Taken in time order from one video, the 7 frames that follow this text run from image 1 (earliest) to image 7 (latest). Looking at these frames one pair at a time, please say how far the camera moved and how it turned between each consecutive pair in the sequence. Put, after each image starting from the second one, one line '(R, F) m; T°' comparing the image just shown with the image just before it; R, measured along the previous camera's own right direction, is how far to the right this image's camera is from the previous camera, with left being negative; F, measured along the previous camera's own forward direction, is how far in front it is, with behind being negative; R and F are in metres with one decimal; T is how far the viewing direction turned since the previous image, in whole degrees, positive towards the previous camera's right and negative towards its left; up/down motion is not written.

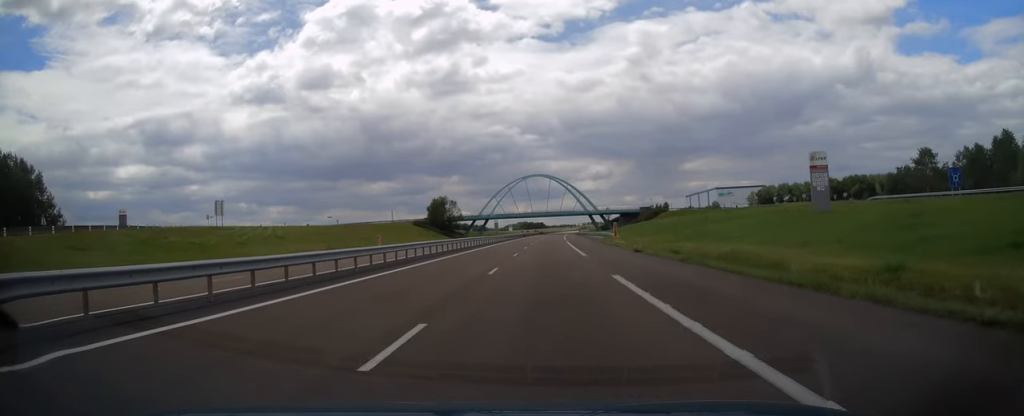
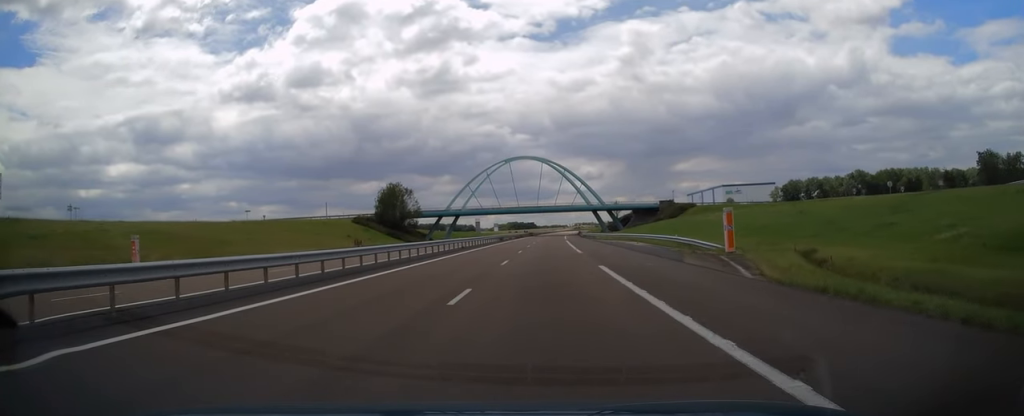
(+0.4, +47.1) m; +1°
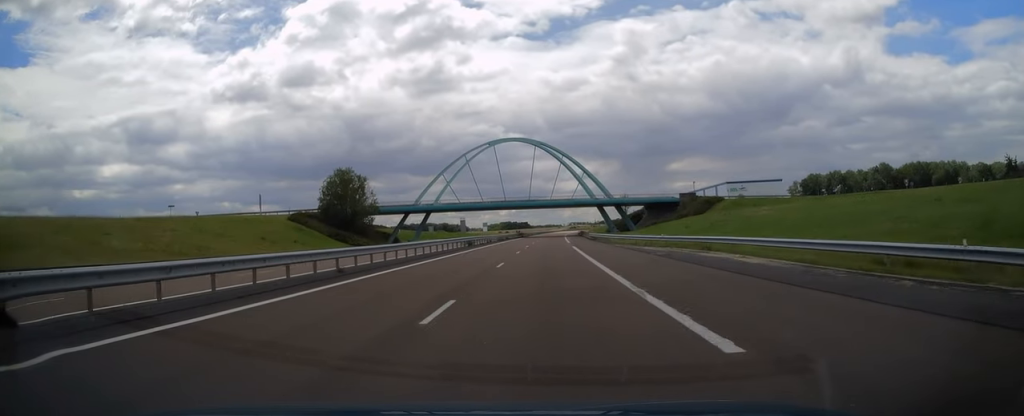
(+0.2, +28.5) m; +1°
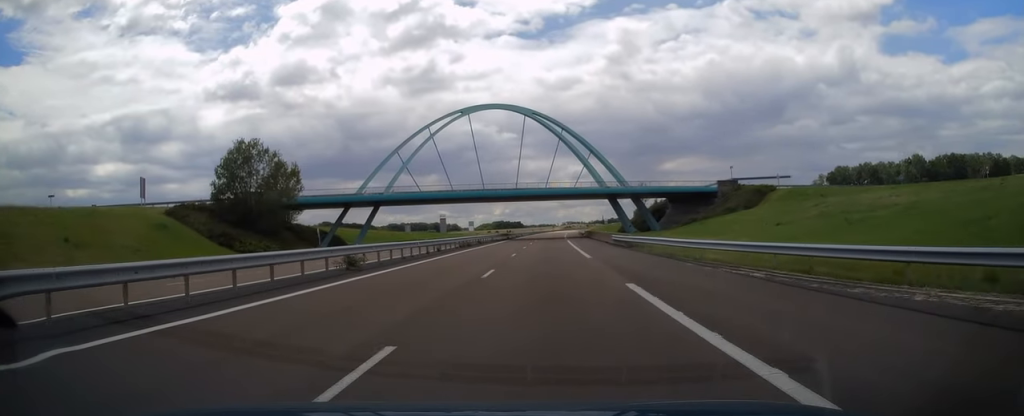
(+0.1, +31.0) m; +1°
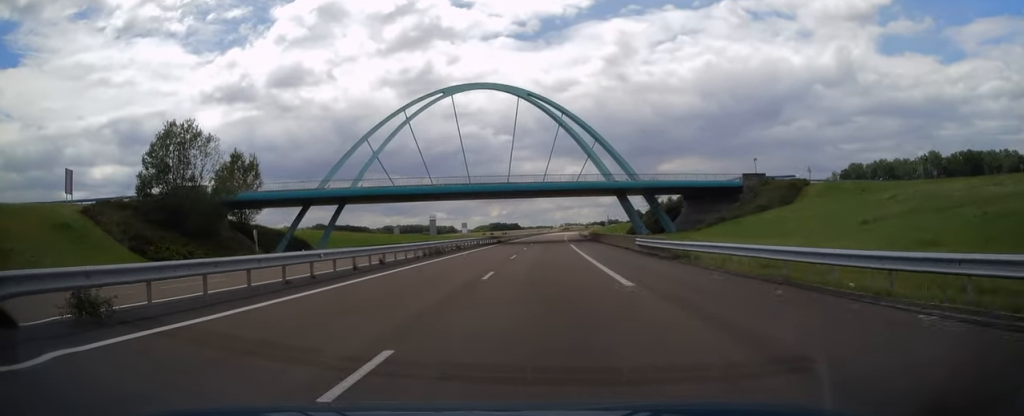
(+0.1, +13.3) m; 0°
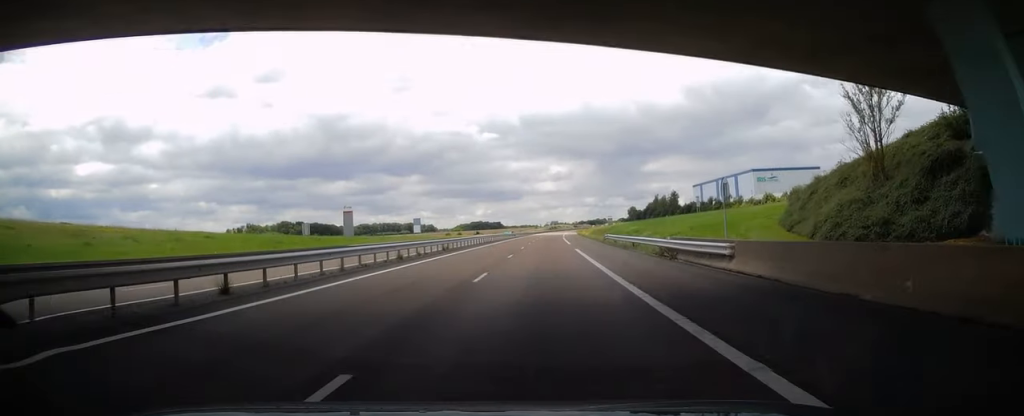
(+0.8, +66.9) m; +1°
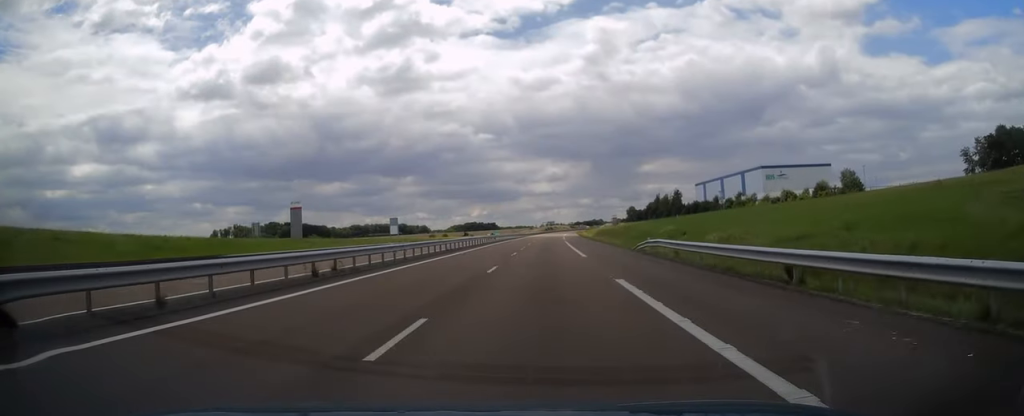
(+0.1, +22.6) m; +1°
